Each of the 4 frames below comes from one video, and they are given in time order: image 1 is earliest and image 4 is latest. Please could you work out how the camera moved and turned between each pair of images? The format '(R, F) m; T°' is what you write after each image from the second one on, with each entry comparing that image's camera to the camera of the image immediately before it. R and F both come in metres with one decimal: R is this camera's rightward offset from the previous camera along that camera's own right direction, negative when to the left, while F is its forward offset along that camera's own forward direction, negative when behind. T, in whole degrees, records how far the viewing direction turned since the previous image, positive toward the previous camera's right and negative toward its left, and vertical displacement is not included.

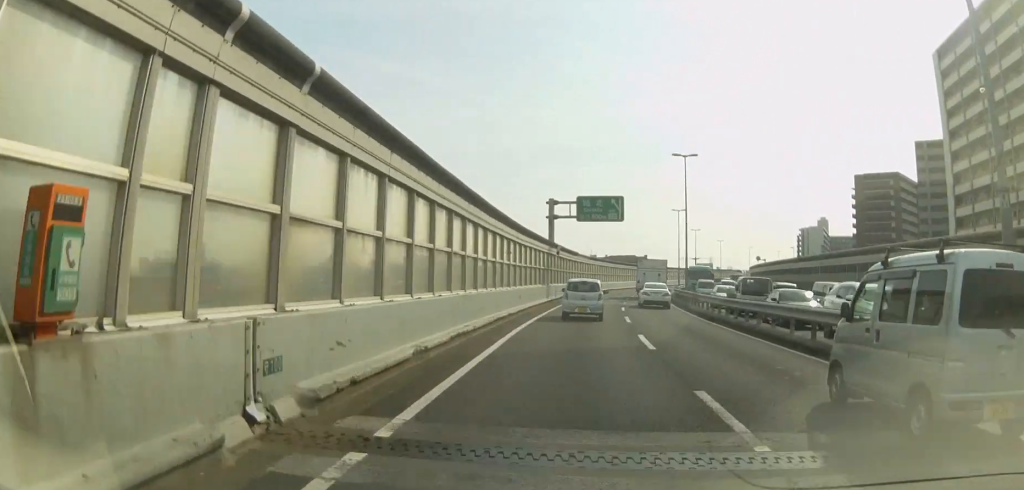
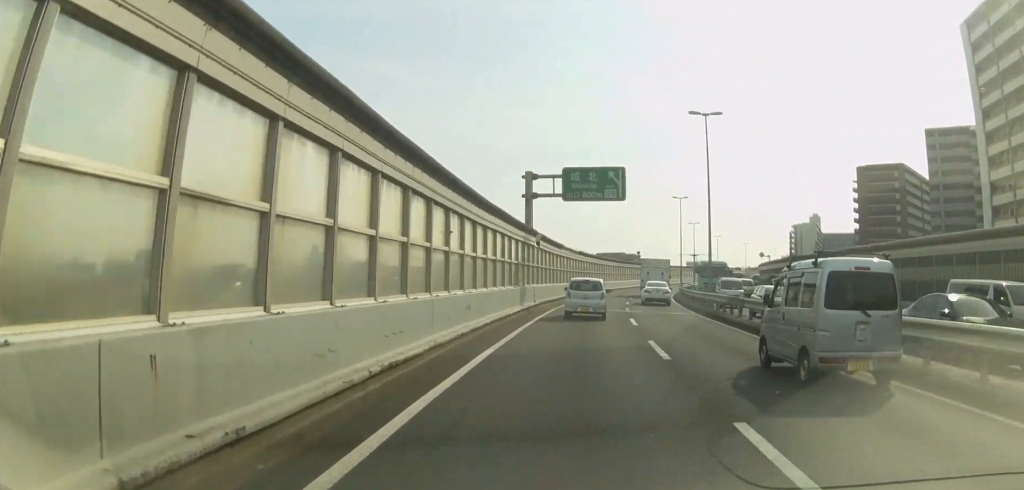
(+0.2, +12.4) m; +1°
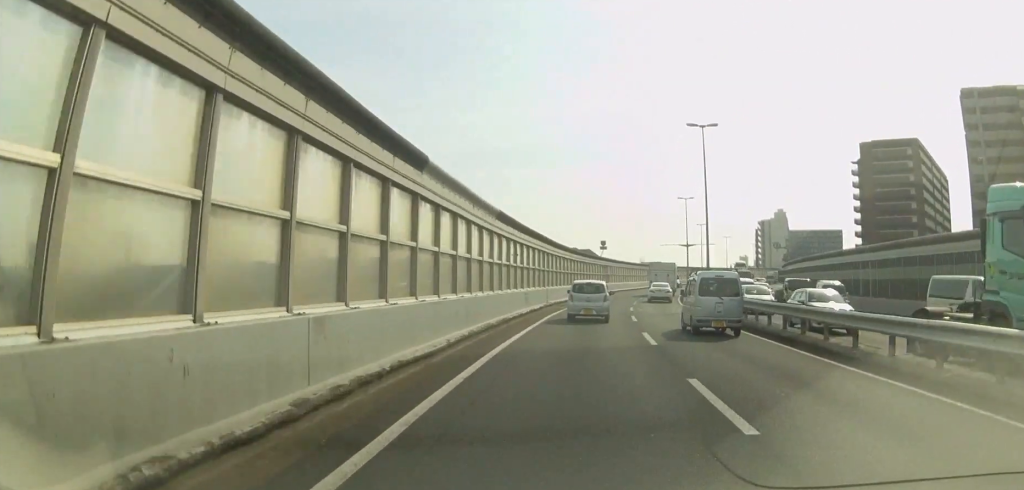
(+0.6, +37.1) m; +3°
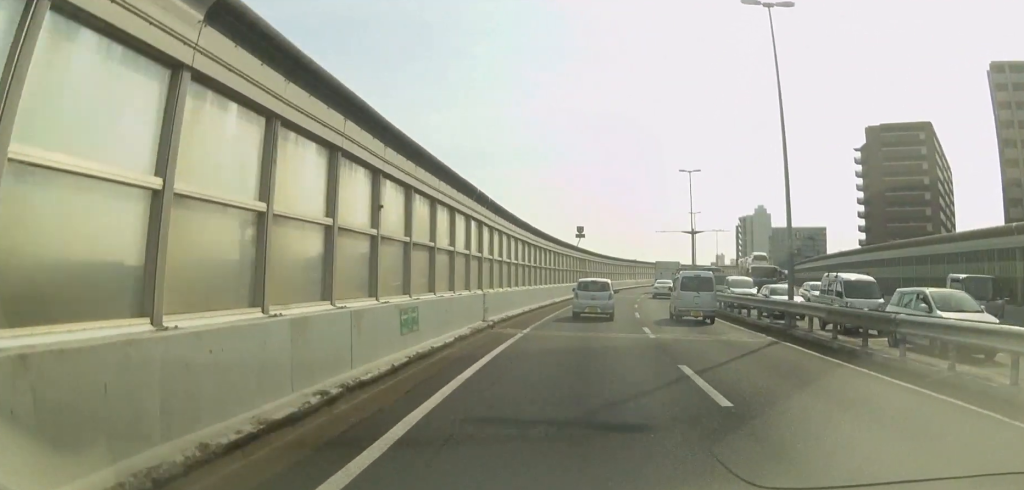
(+0.5, +18.7) m; +3°
